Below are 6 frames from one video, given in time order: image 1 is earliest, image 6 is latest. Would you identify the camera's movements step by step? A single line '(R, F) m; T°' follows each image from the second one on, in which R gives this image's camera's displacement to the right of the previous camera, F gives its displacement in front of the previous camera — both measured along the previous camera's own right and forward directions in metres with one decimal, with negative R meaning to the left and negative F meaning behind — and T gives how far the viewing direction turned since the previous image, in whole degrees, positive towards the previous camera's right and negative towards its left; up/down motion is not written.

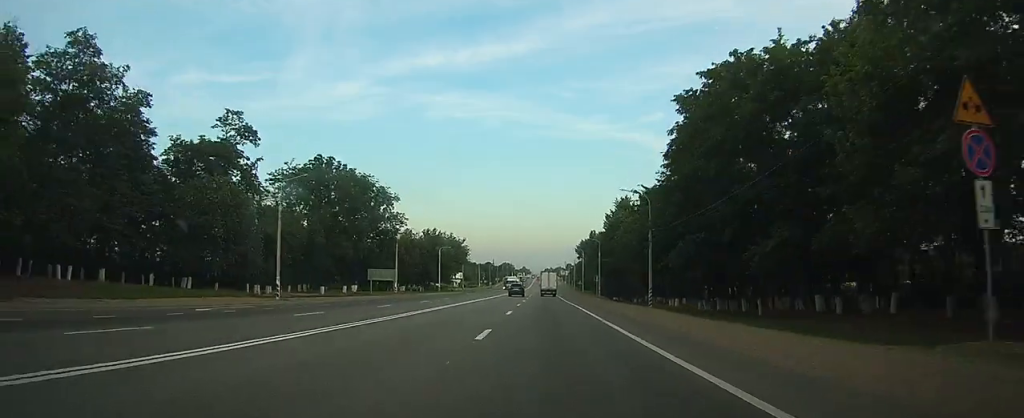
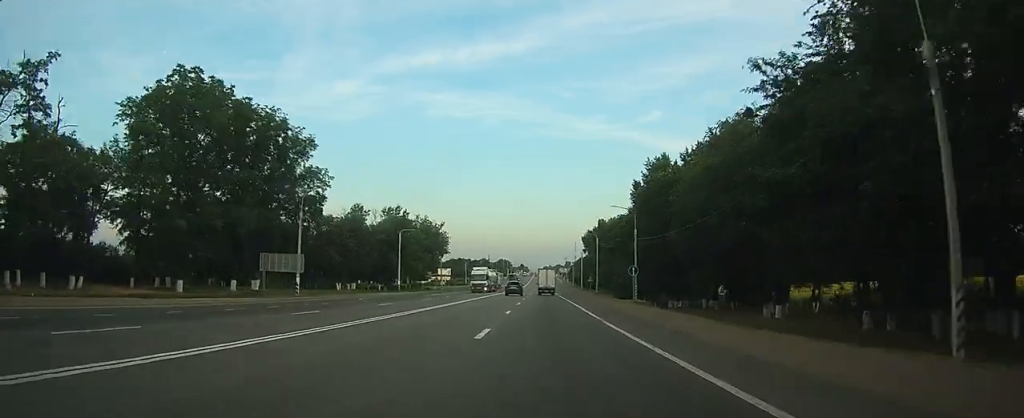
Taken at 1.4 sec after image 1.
(+0.1, +36.3) m; 0°
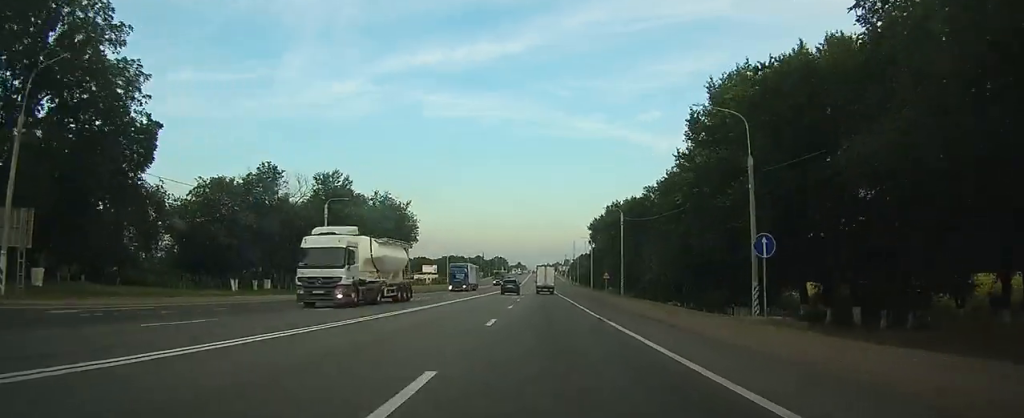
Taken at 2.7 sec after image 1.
(+0.1, +32.9) m; 0°
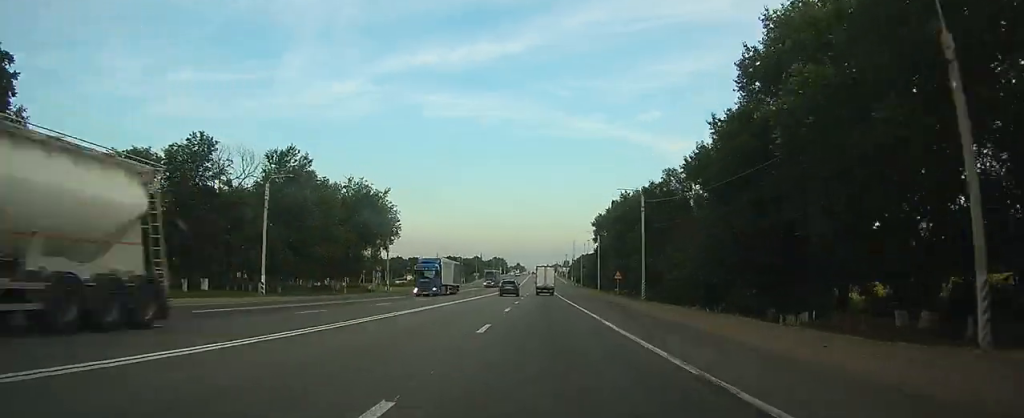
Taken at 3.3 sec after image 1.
(0.0, +14.3) m; 0°
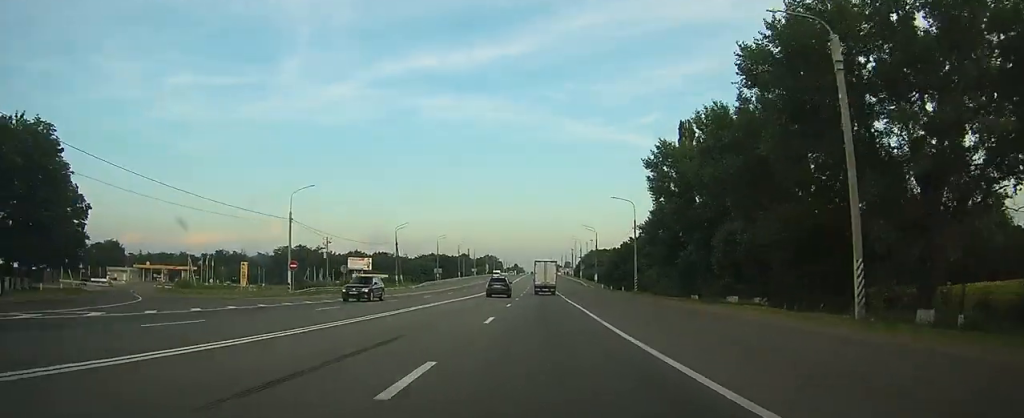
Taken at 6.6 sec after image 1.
(+0.4, +82.4) m; 0°
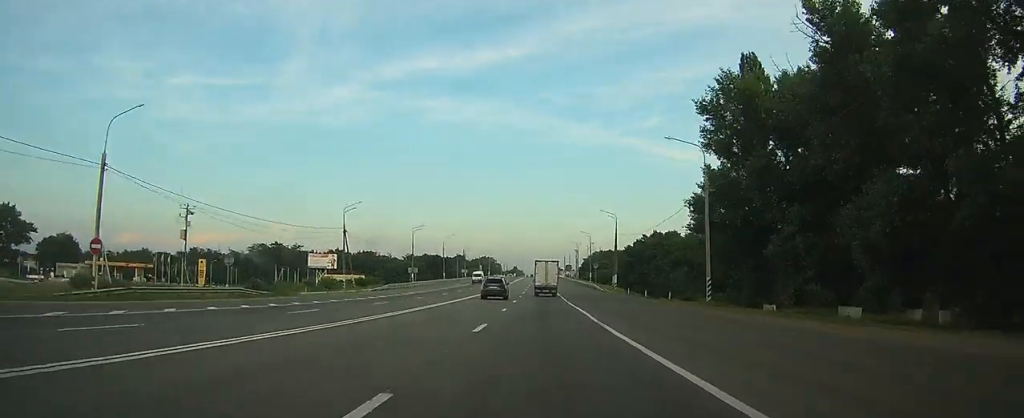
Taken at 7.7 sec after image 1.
(-0.2, +27.1) m; 0°
